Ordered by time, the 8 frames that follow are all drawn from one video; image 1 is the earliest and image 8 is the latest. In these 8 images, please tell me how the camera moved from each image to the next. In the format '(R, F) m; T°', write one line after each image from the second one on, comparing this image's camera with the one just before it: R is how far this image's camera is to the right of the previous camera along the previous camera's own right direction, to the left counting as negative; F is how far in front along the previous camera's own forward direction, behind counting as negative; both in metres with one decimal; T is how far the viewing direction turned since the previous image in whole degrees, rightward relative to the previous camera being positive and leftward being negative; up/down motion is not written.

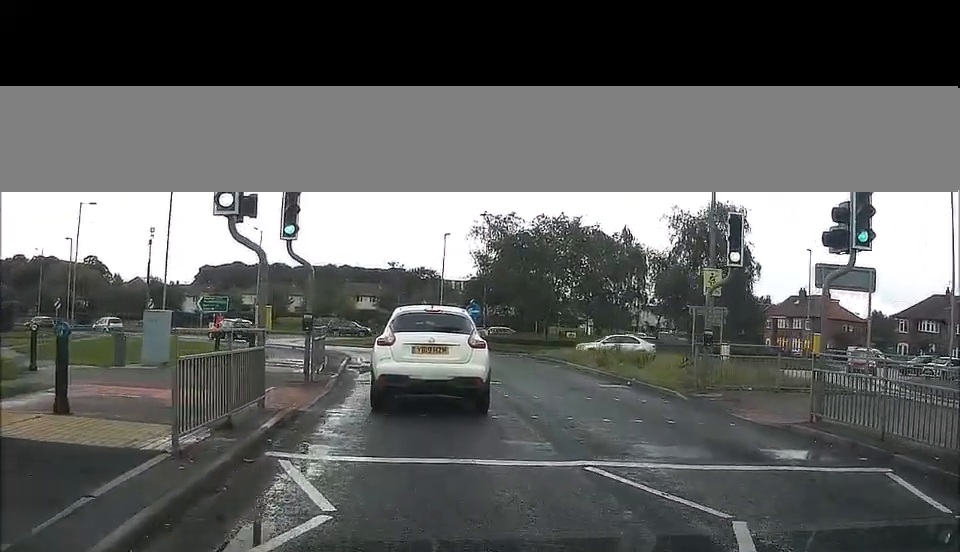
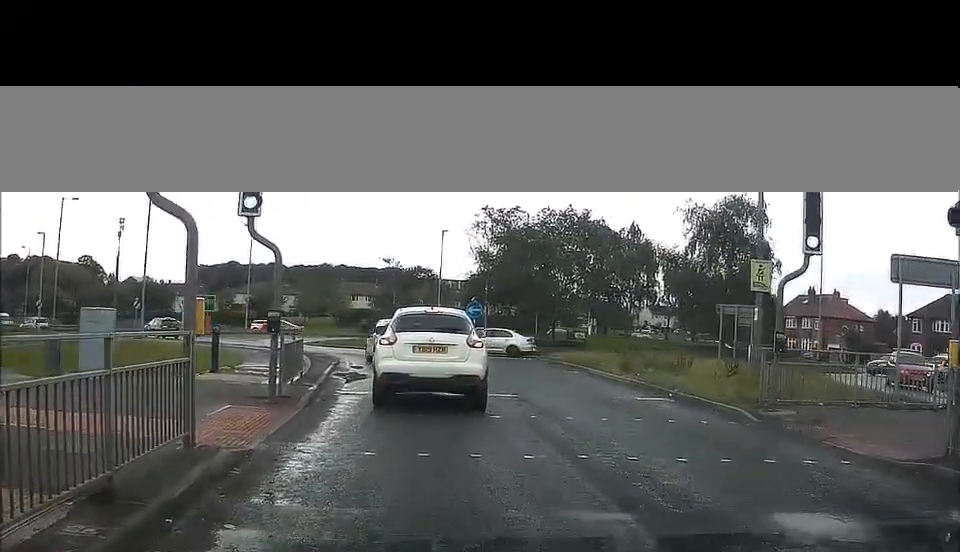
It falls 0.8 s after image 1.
(+0.1, +2.6) m; 0°
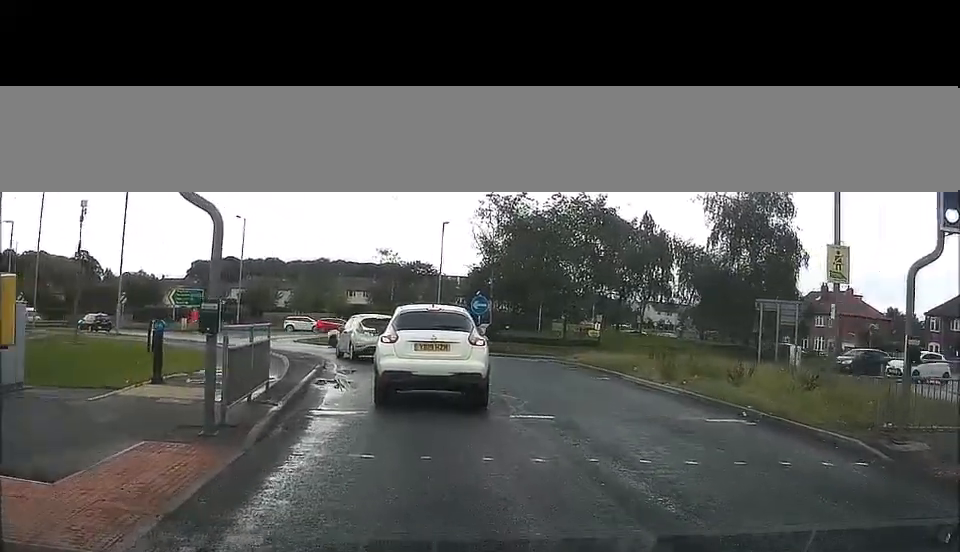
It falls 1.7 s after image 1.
(-0.1, +3.0) m; -3°
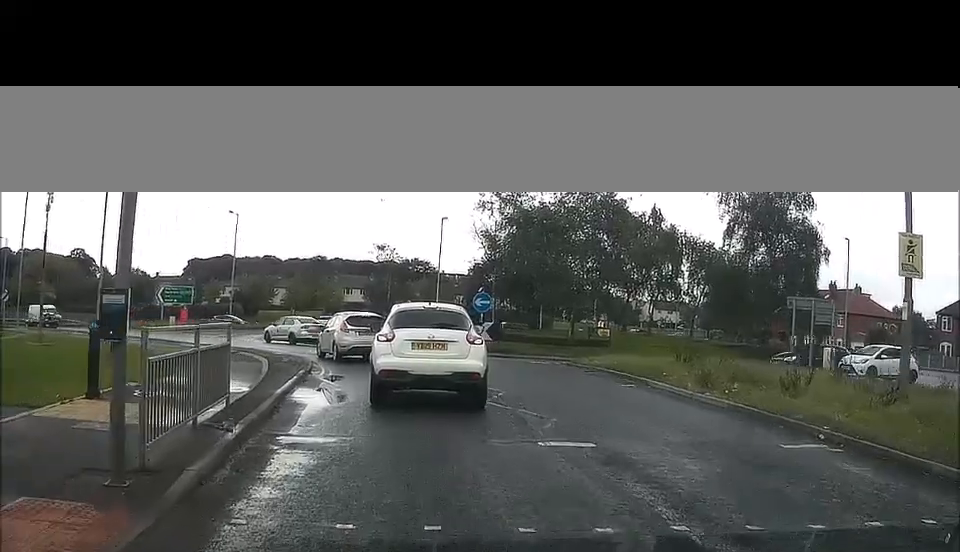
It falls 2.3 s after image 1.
(0.0, +2.3) m; -1°
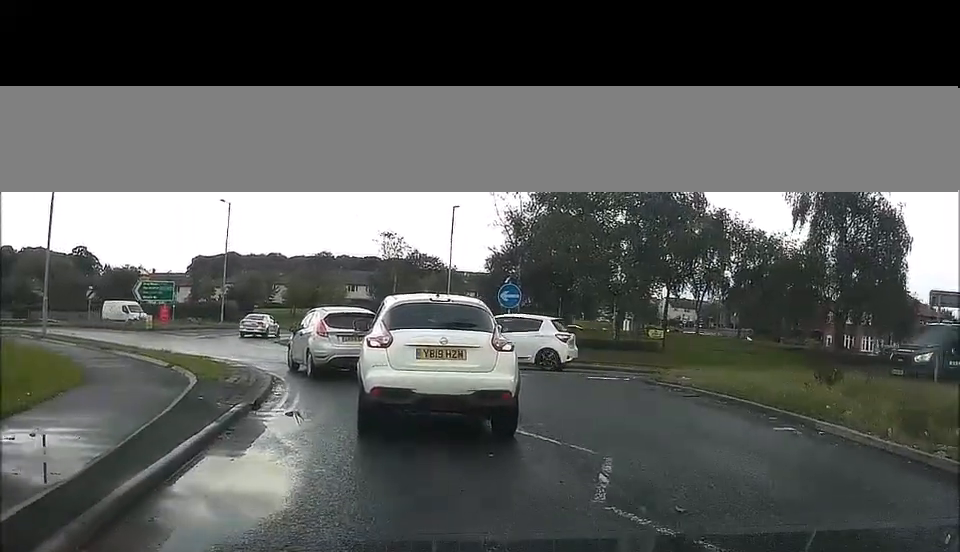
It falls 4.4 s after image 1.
(-0.4, +6.8) m; -9°
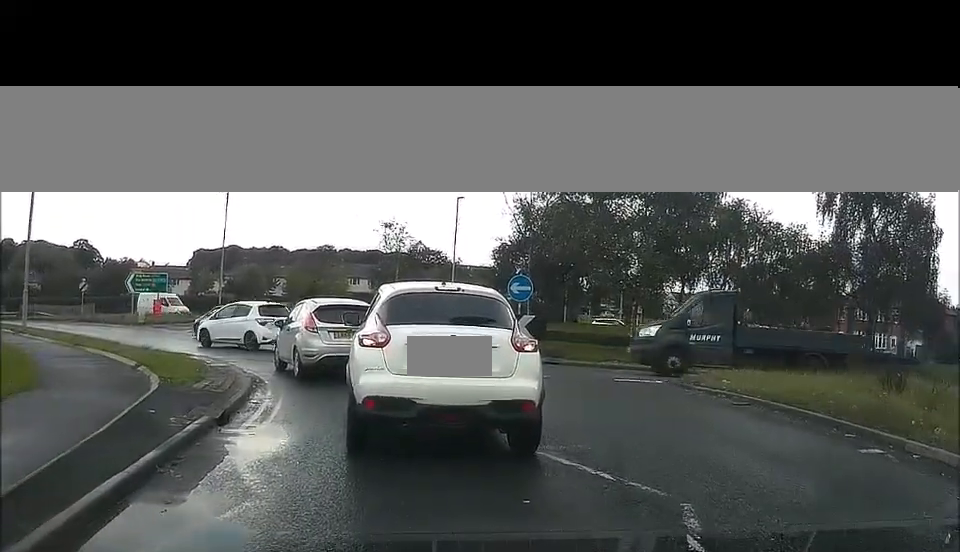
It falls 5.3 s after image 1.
(-0.1, +2.4) m; -7°
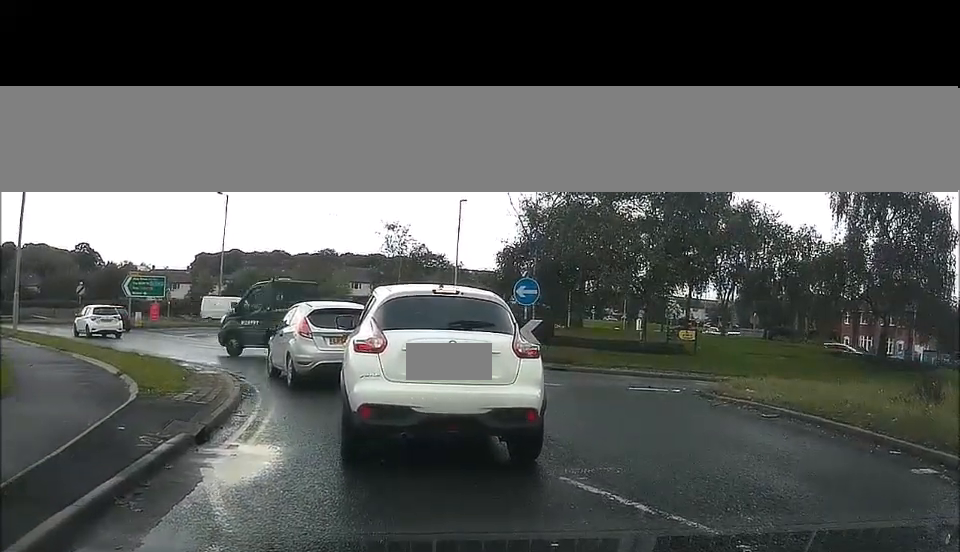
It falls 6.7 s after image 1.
(-0.2, +2.1) m; -2°
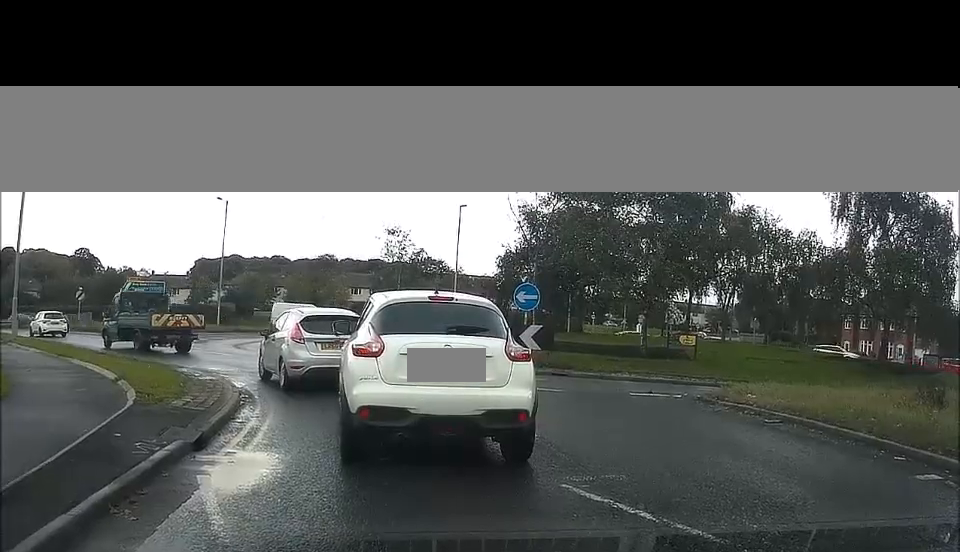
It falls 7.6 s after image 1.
(-0.1, +0.9) m; 0°
